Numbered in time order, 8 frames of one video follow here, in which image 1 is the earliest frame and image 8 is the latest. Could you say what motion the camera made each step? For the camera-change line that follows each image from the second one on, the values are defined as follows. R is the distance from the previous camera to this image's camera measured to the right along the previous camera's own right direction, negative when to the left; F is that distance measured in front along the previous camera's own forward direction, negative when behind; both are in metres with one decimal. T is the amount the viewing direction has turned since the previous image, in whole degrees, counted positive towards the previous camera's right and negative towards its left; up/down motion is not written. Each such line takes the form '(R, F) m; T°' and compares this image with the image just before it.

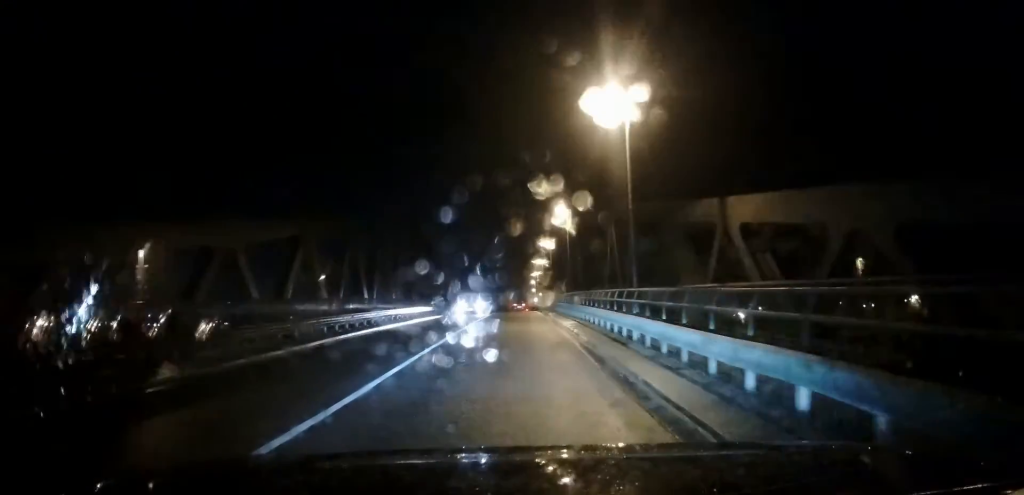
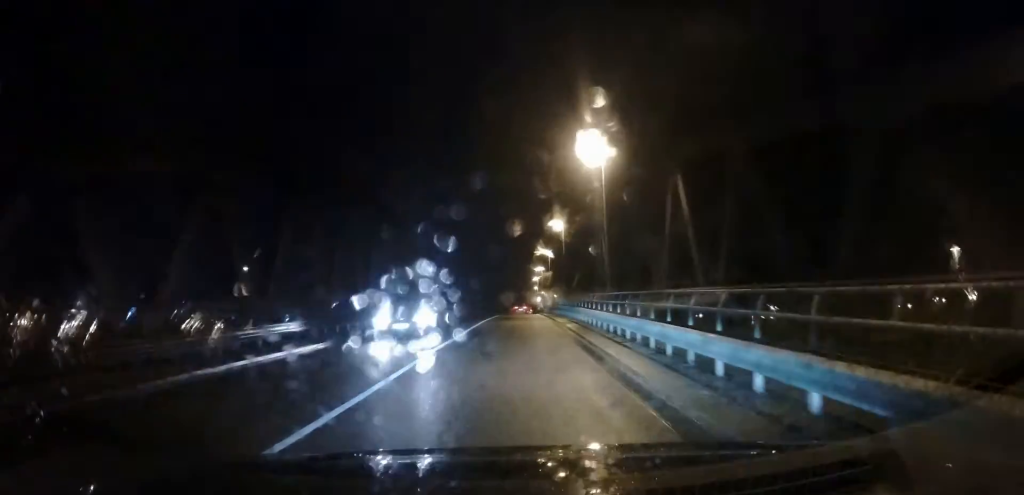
(0.0, +13.4) m; 0°
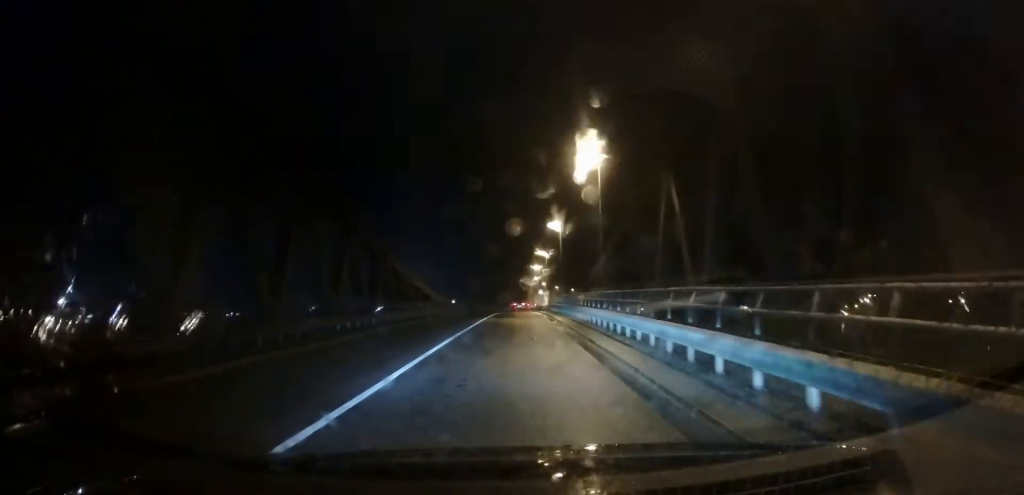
(+0.1, +17.2) m; 0°
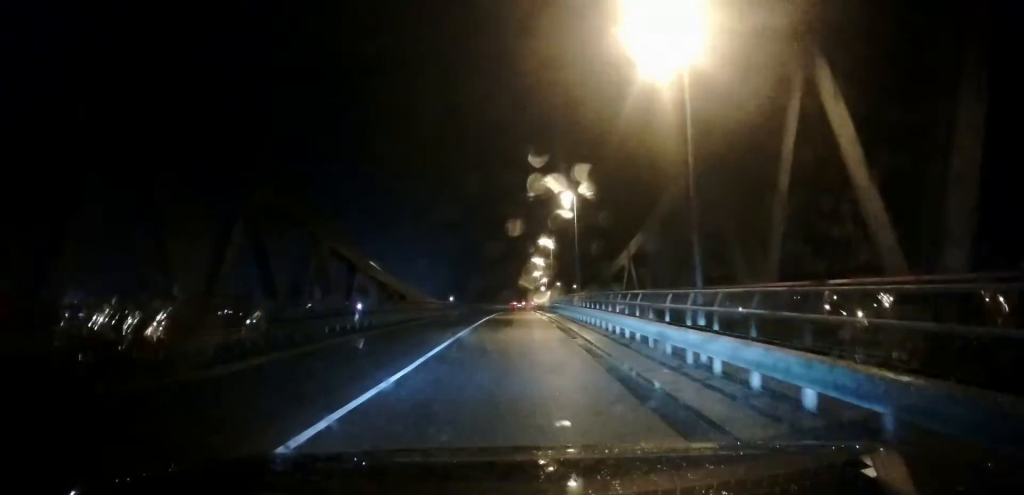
(0.0, +10.5) m; 0°
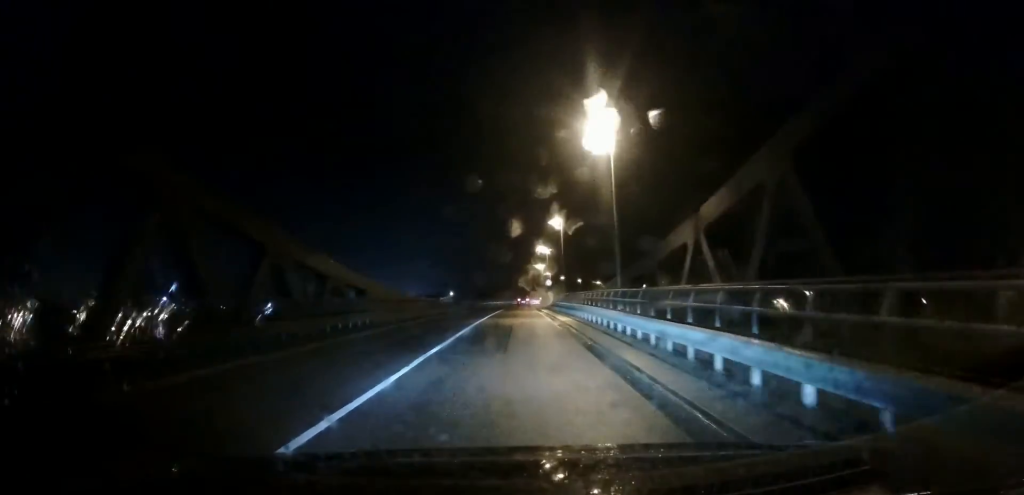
(-0.2, +10.6) m; 0°
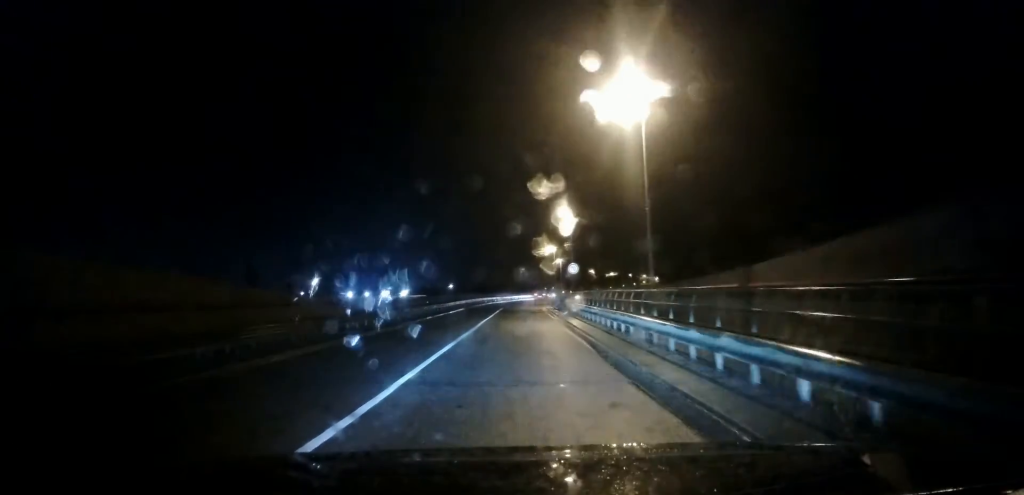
(+0.1, +23.6) m; 0°
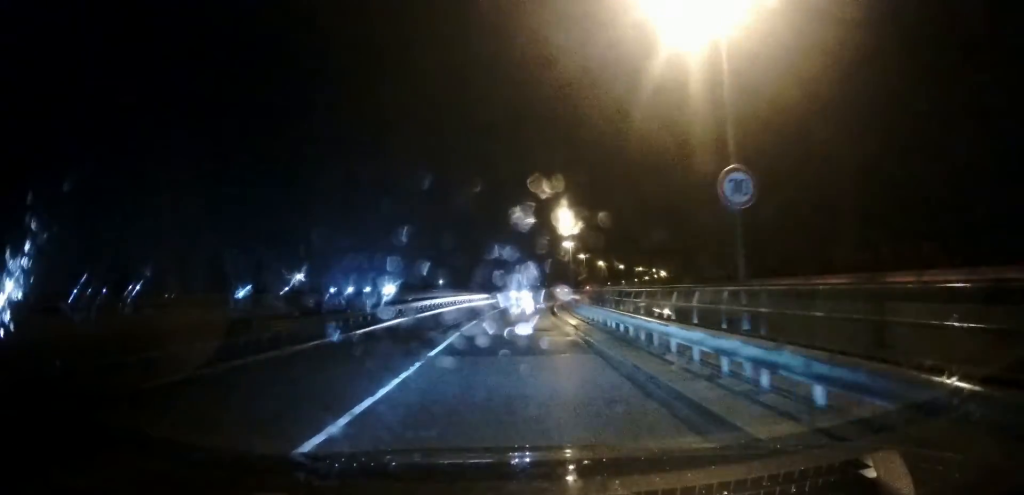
(-0.3, +25.8) m; 0°
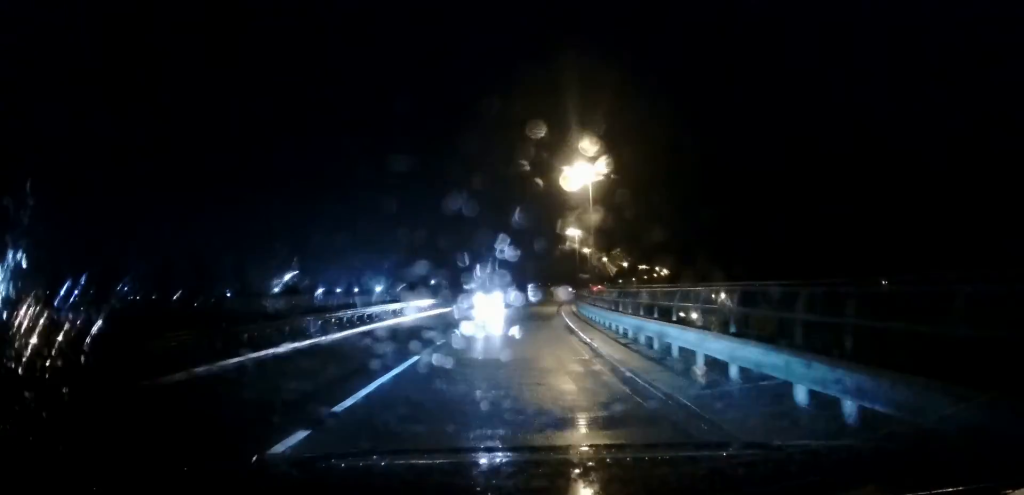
(+0.1, +12.8) m; +1°
